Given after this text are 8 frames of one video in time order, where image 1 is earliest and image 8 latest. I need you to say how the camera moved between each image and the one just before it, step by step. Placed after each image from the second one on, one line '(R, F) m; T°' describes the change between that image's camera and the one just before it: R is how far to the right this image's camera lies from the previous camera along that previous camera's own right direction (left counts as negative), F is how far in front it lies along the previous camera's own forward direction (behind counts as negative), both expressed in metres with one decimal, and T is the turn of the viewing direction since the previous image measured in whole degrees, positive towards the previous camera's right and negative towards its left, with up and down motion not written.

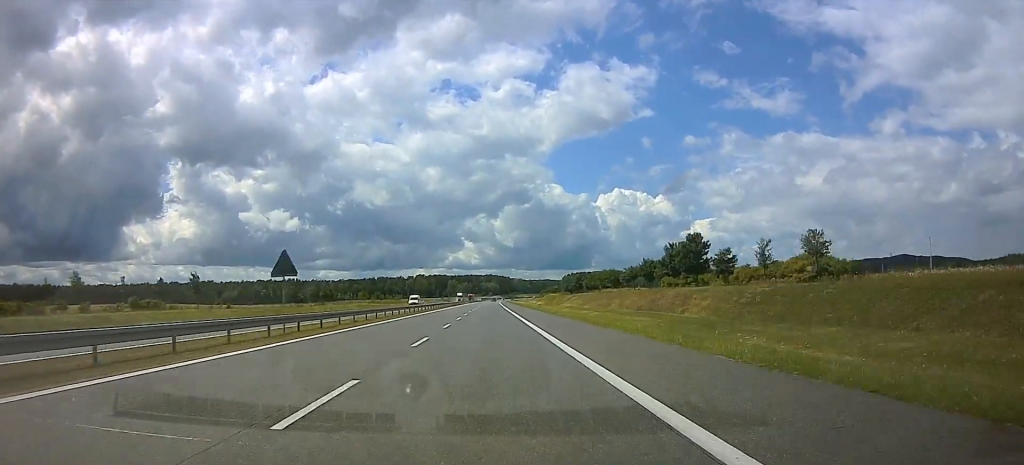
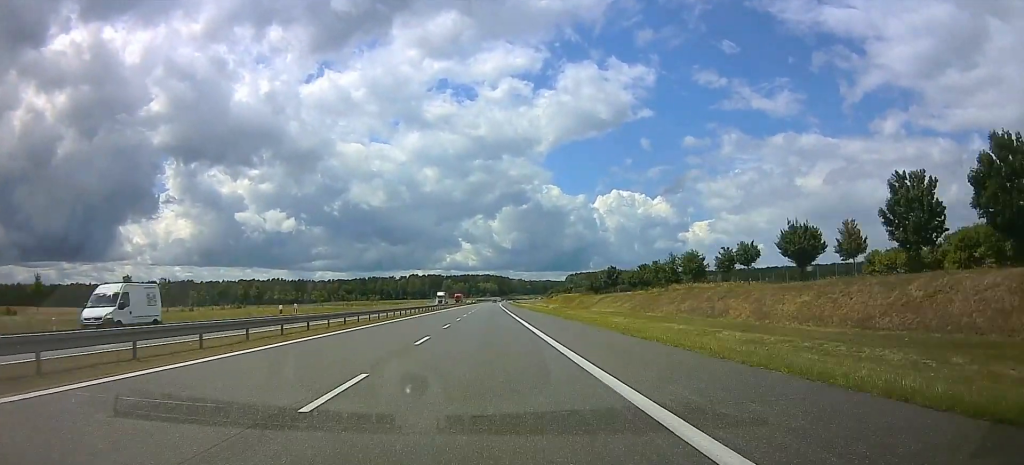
(-0.9, +55.5) m; +4°
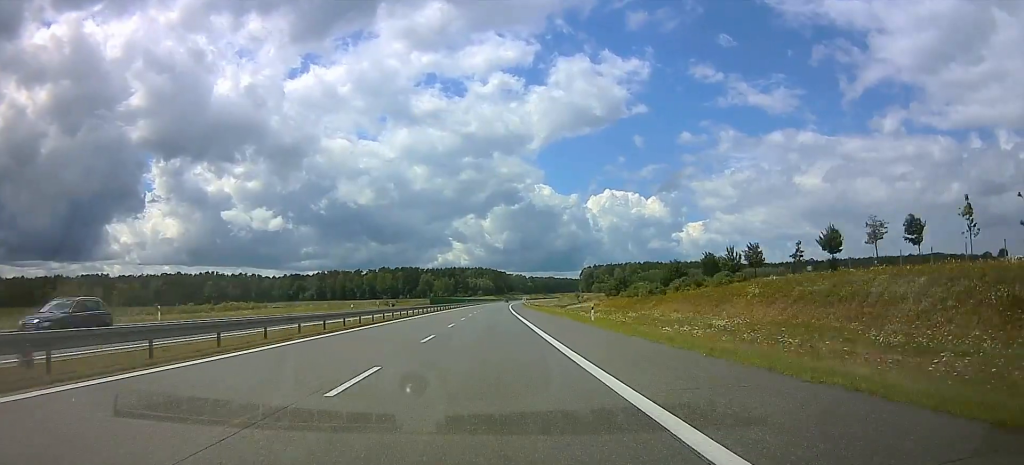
(+11.8, +186.8) m; +2°
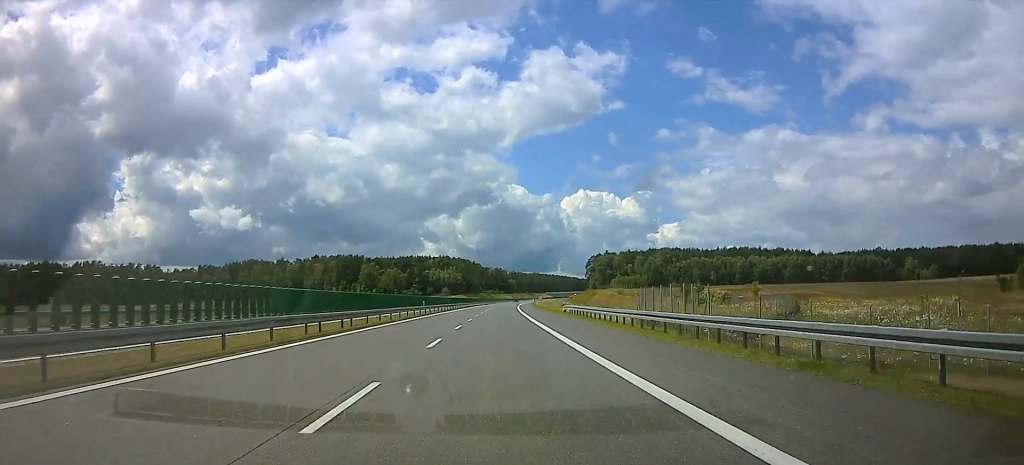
(+11.6, +190.2) m; +4°
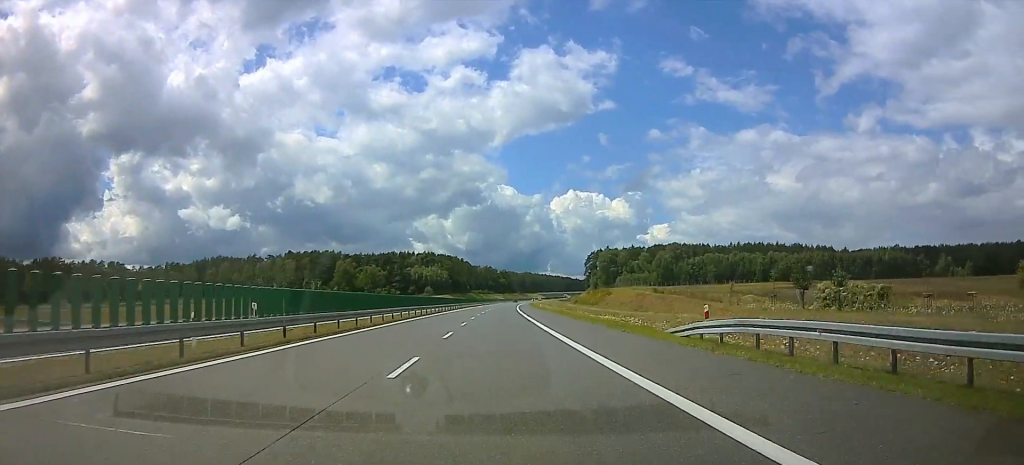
(+1.7, +43.8) m; 0°
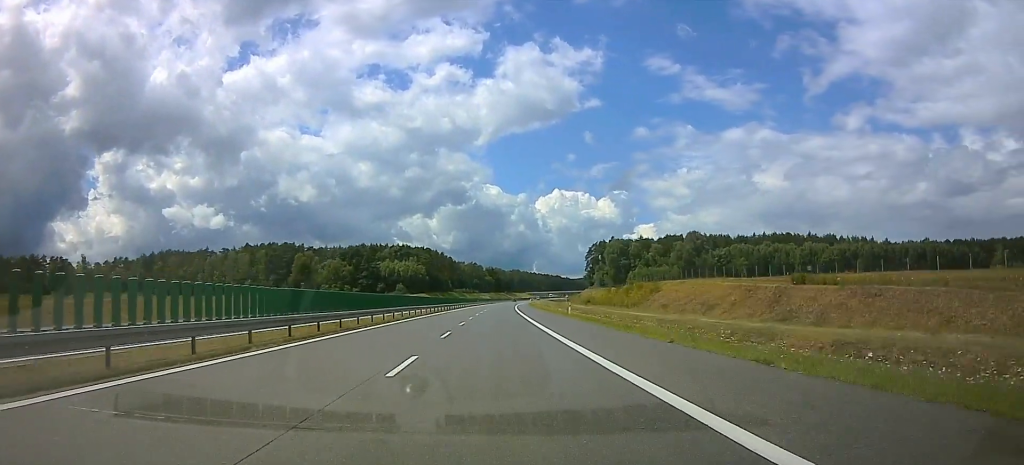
(+3.0, +60.6) m; 0°
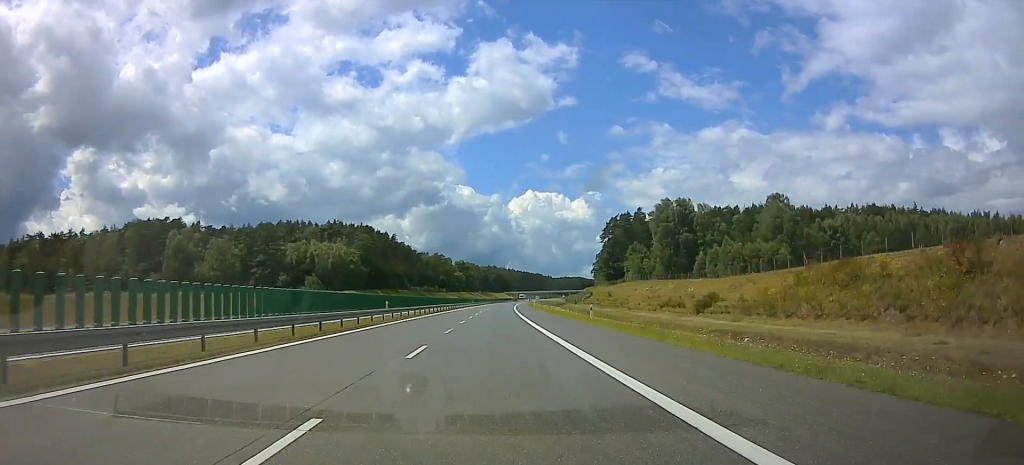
(-5.3, +115.3) m; 0°
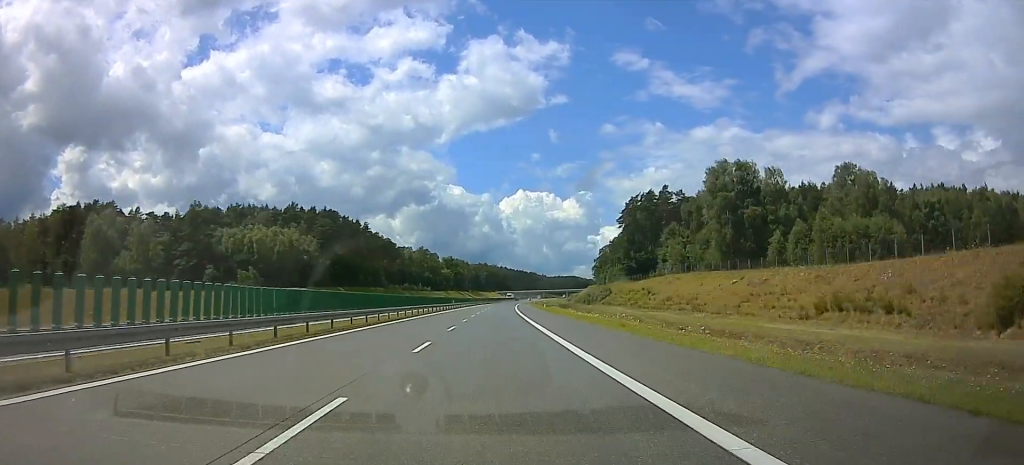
(+1.3, +45.5) m; +3°
